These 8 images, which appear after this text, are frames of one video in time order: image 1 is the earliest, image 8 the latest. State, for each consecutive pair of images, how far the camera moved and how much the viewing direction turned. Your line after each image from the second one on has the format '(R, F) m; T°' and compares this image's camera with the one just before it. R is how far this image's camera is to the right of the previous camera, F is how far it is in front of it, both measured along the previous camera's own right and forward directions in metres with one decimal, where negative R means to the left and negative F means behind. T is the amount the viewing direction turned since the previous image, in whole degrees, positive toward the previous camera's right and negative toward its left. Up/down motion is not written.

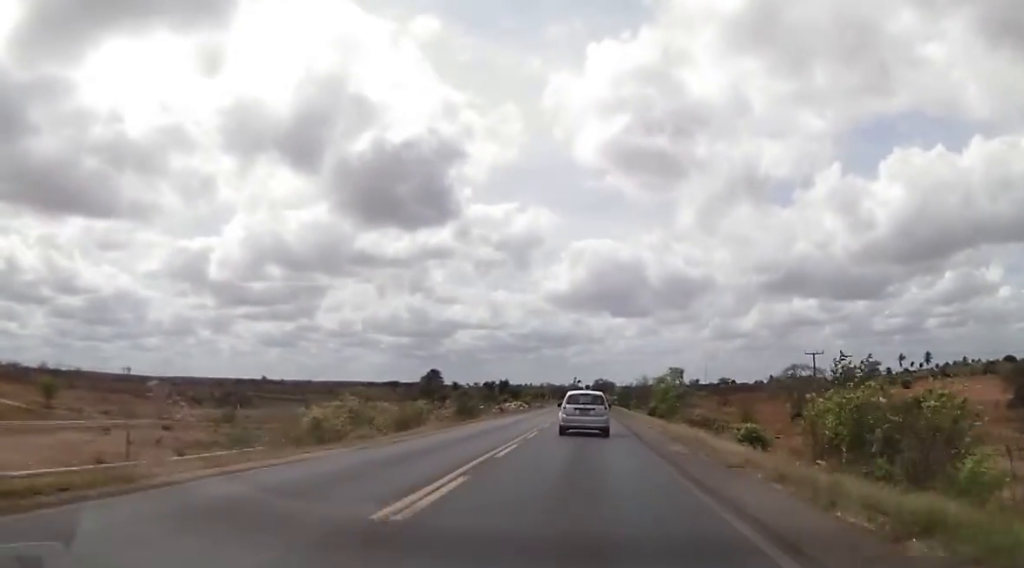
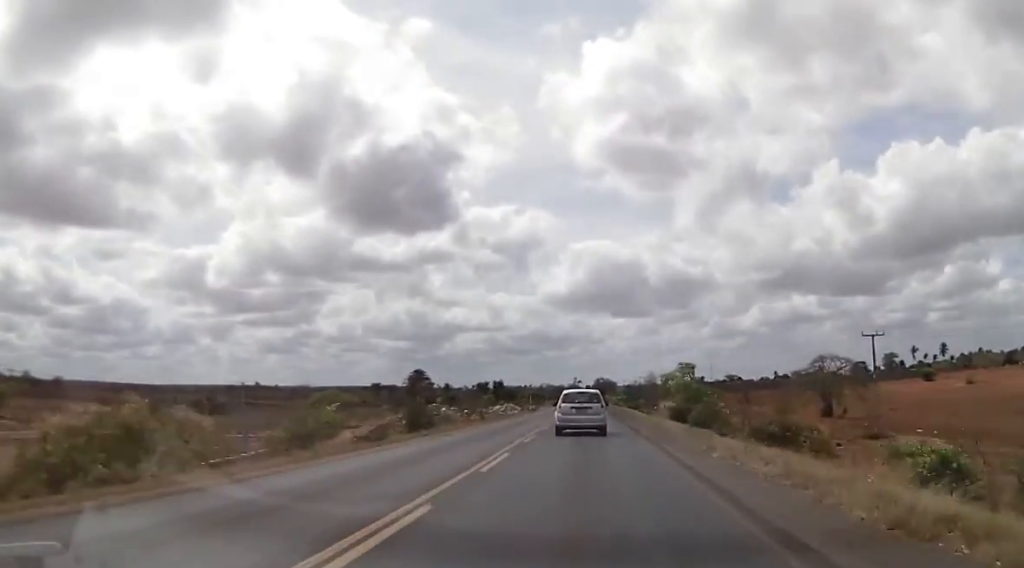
(+0.1, +18.4) m; 0°
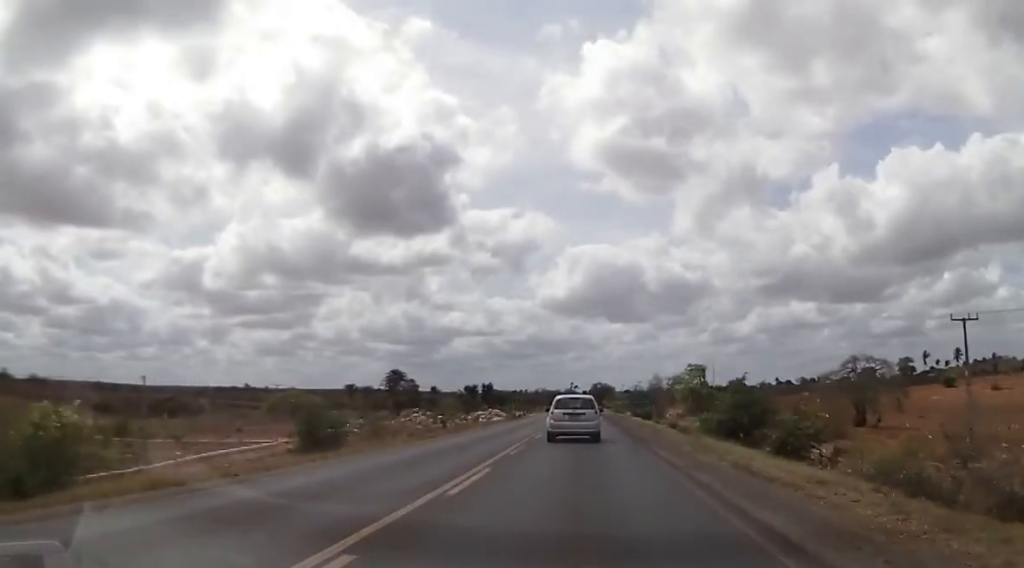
(-0.2, +18.2) m; 0°
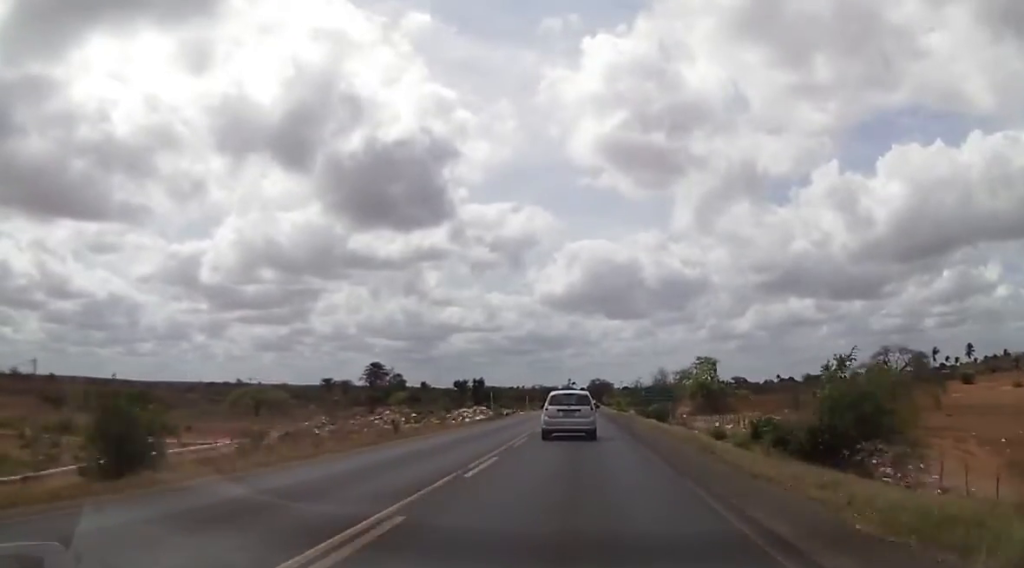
(+0.1, +14.0) m; 0°
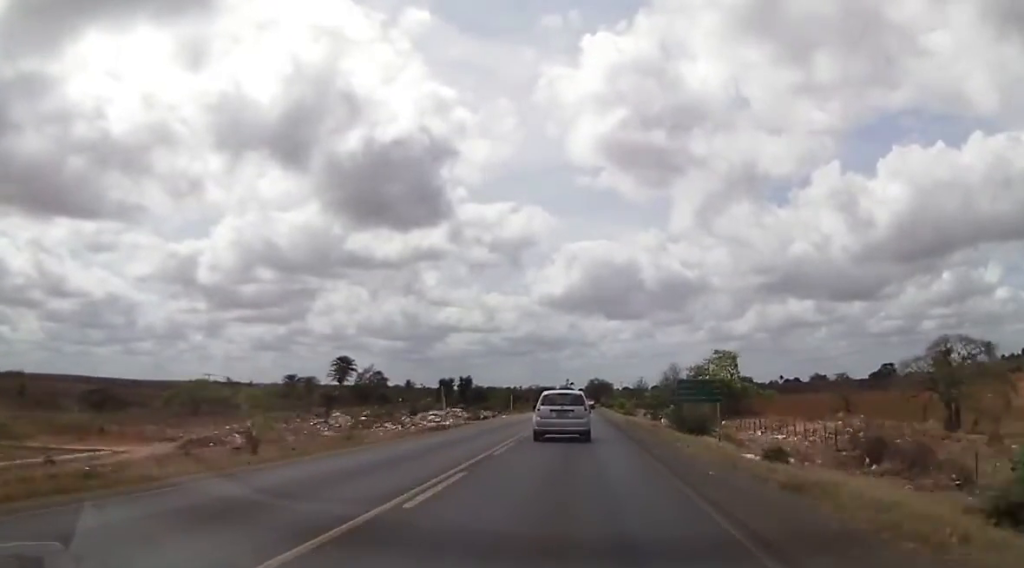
(+0.2, +19.2) m; -1°
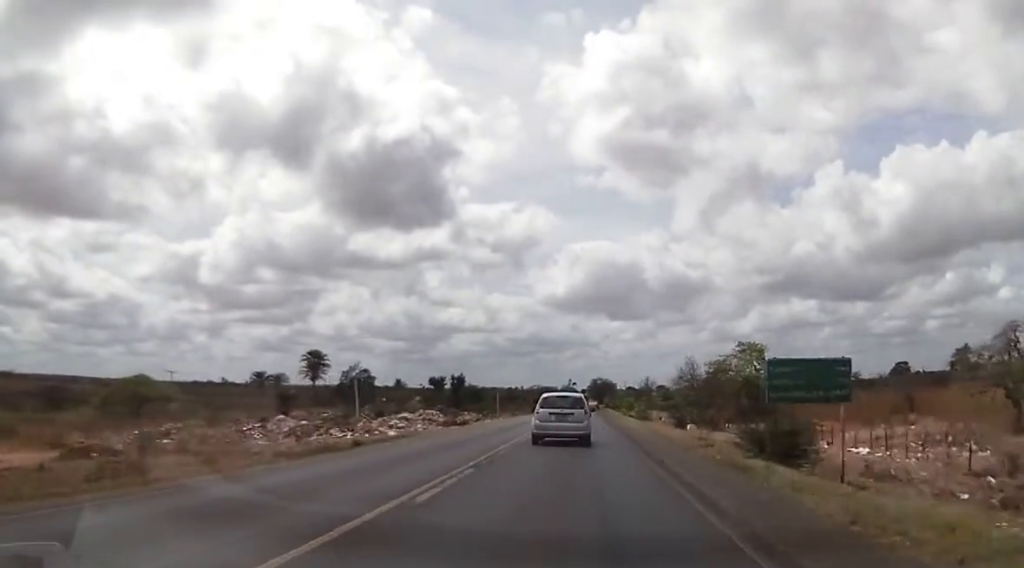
(-0.8, +15.4) m; 0°
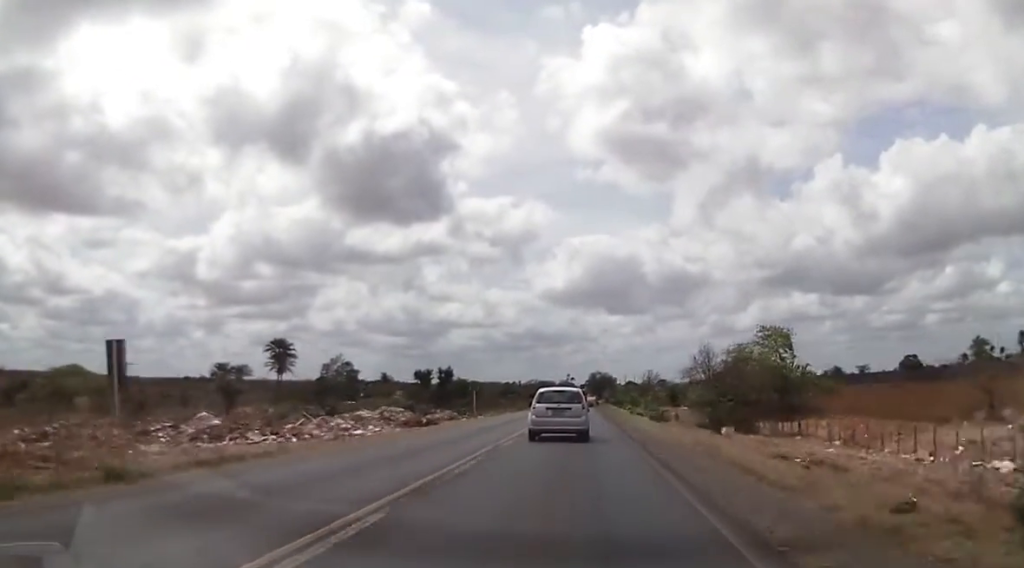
(+0.8, +13.5) m; +1°
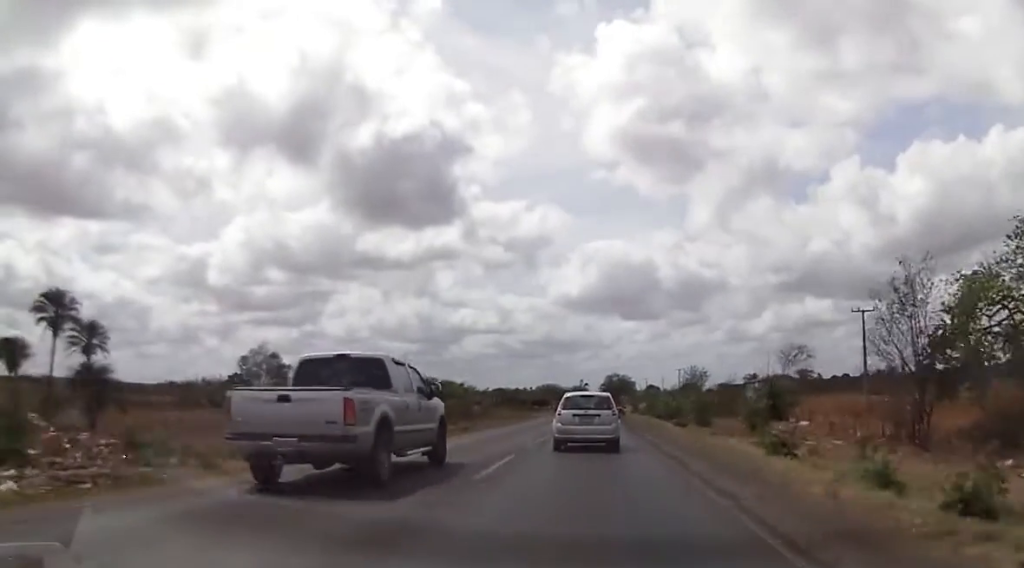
(-0.9, +50.6) m; -1°
